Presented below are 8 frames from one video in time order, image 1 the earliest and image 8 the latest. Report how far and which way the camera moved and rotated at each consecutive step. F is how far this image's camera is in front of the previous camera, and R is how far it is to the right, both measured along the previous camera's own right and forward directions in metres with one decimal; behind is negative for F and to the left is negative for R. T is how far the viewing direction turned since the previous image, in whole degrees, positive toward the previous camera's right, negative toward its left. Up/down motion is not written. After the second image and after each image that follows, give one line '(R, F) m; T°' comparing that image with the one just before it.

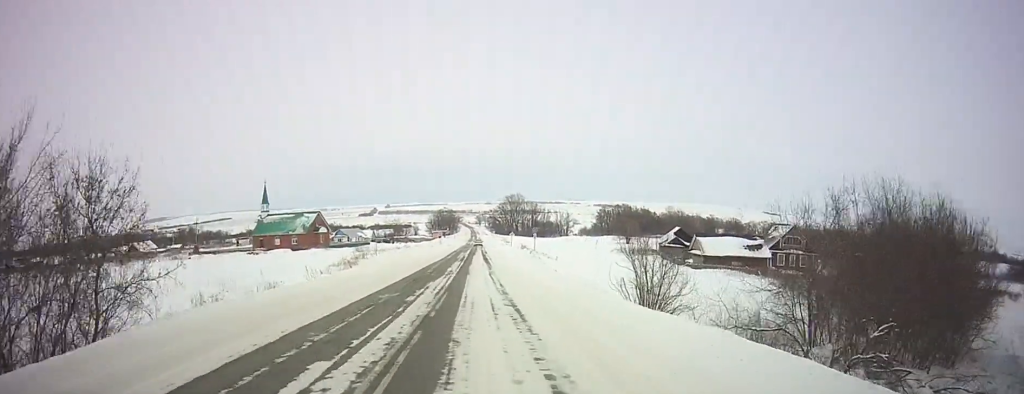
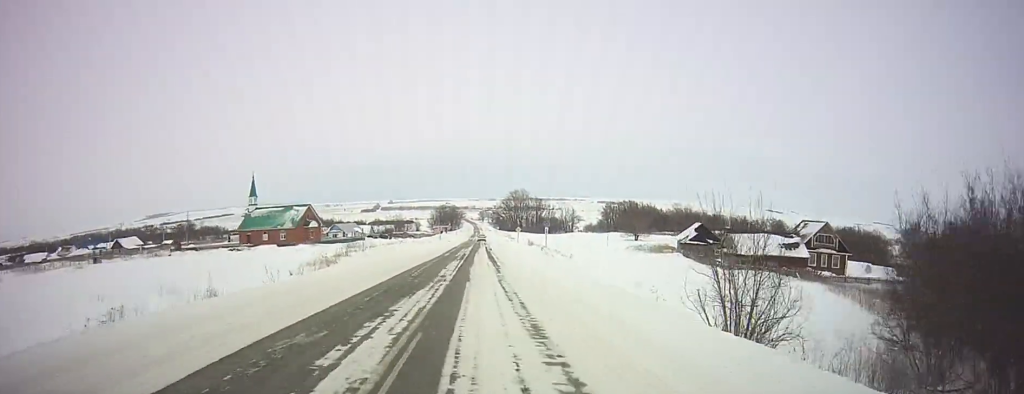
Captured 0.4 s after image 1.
(0.0, +9.0) m; 0°
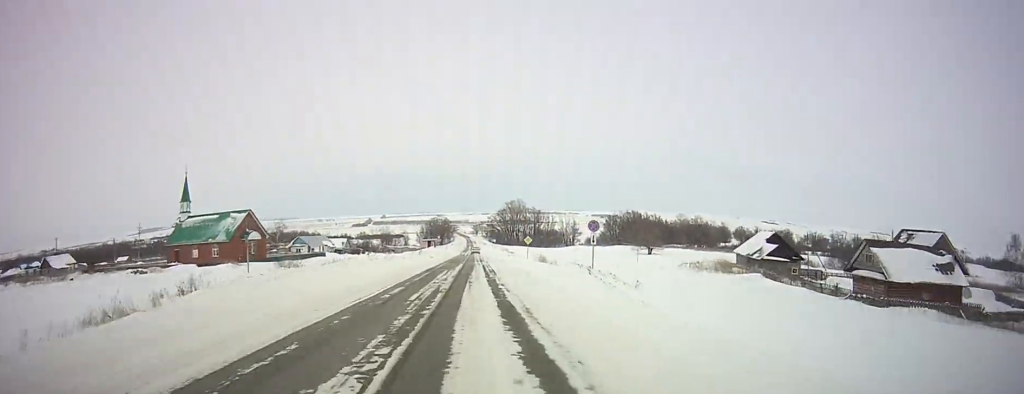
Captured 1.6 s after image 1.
(0.0, +27.7) m; 0°
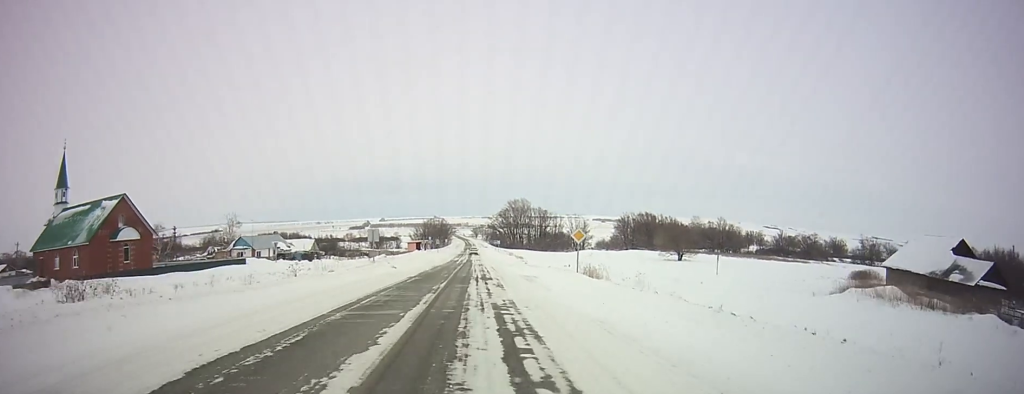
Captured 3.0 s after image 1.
(-0.1, +33.2) m; -1°
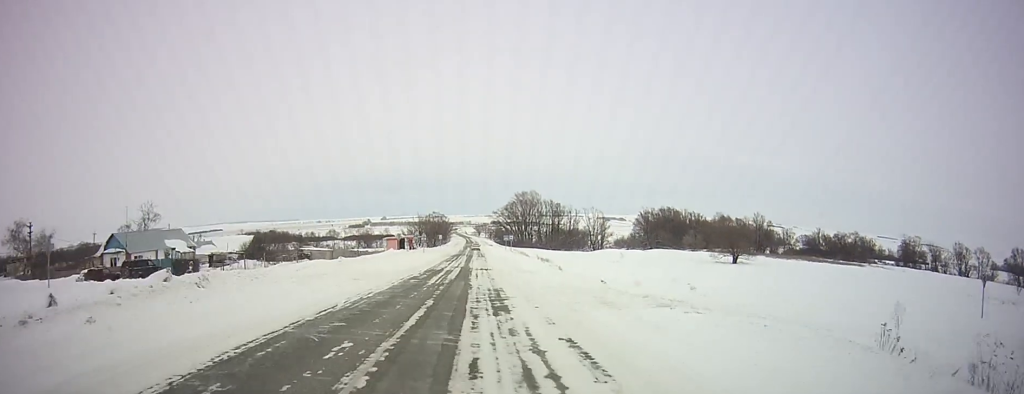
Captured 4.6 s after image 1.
(0.0, +38.9) m; +1°
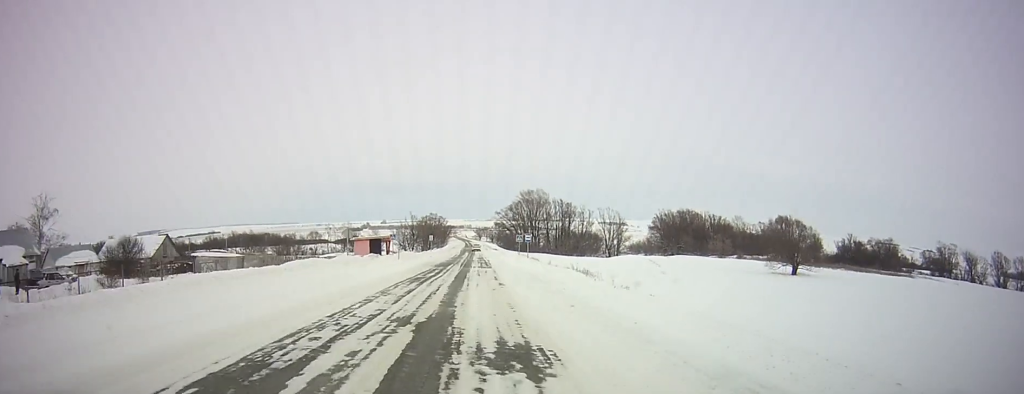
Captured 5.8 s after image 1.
(+0.2, +29.7) m; 0°
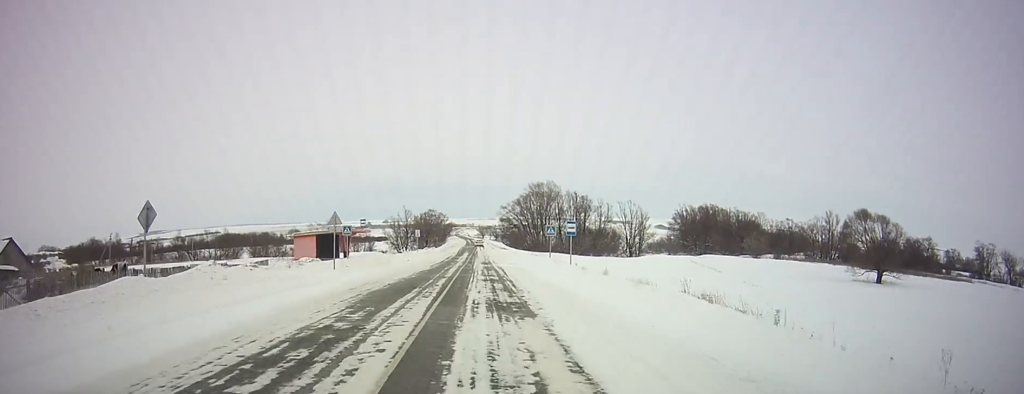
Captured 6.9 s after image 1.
(-0.2, +28.4) m; 0°
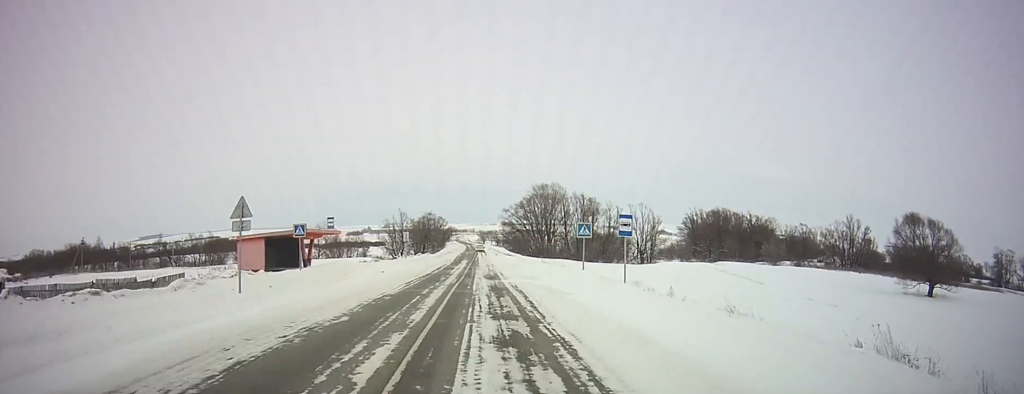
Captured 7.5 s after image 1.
(-0.1, +13.4) m; 0°
